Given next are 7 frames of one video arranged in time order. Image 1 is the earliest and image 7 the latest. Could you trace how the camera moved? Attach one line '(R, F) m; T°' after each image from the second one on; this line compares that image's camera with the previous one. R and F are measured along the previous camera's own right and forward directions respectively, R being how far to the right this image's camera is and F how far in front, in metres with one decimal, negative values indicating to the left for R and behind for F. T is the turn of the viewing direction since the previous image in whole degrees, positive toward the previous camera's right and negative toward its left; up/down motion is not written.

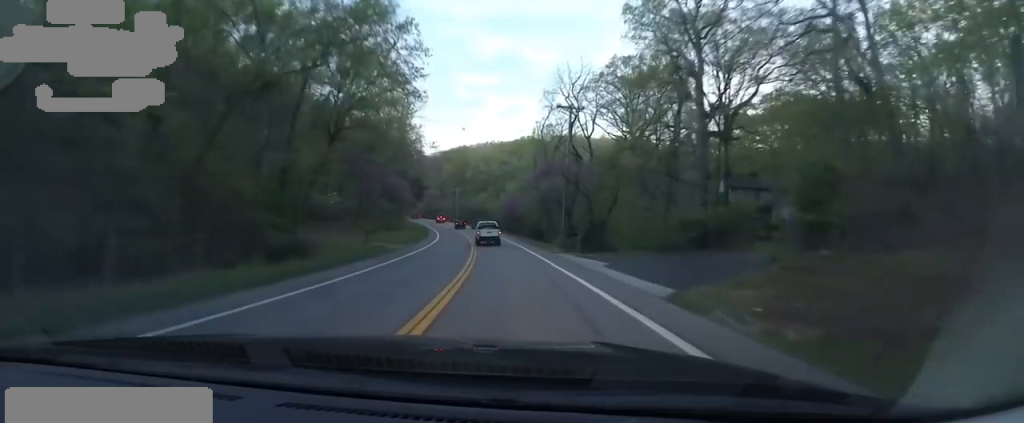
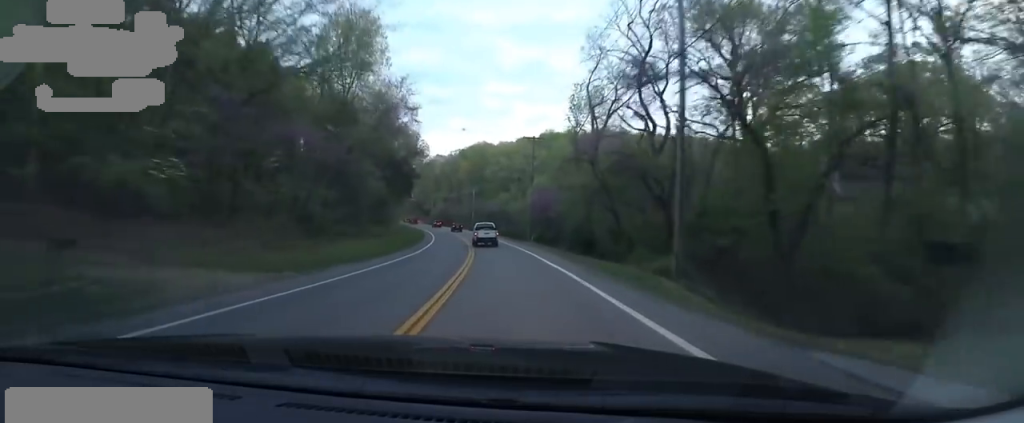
(-1.7, +23.7) m; -5°
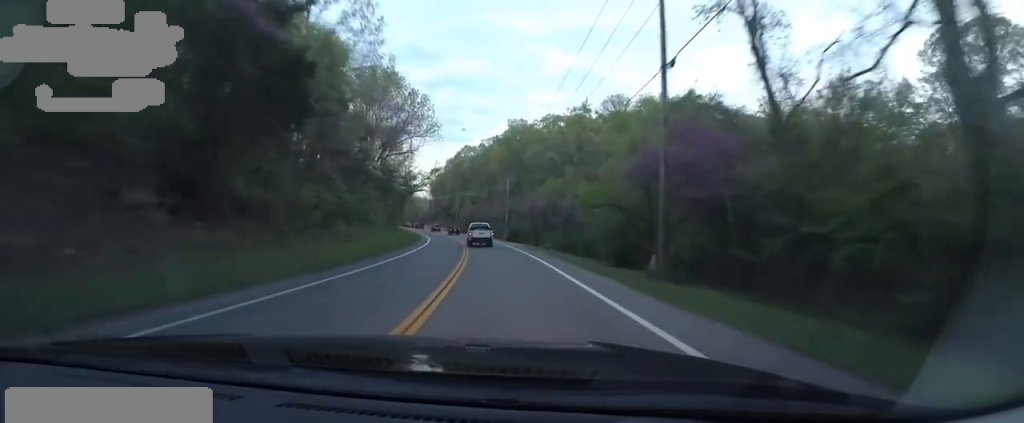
(-1.2, +35.2) m; -4°
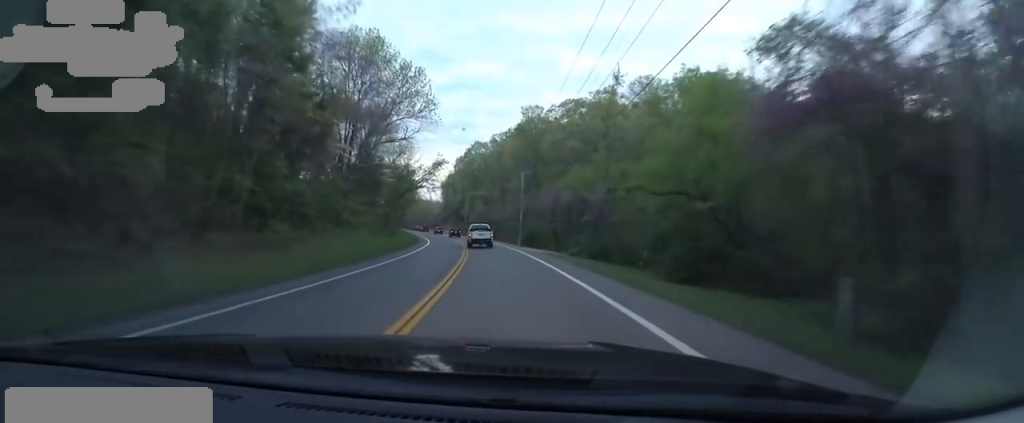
(-0.3, +10.7) m; -1°
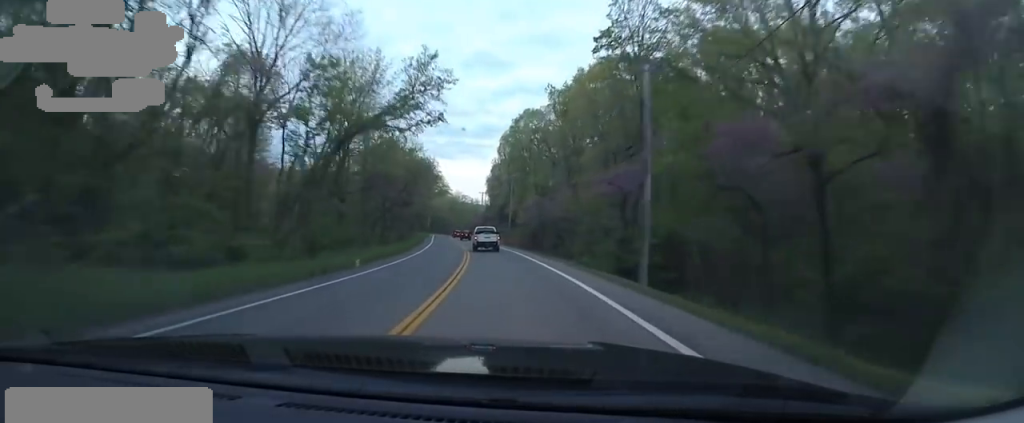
(-2.5, +39.3) m; -8°
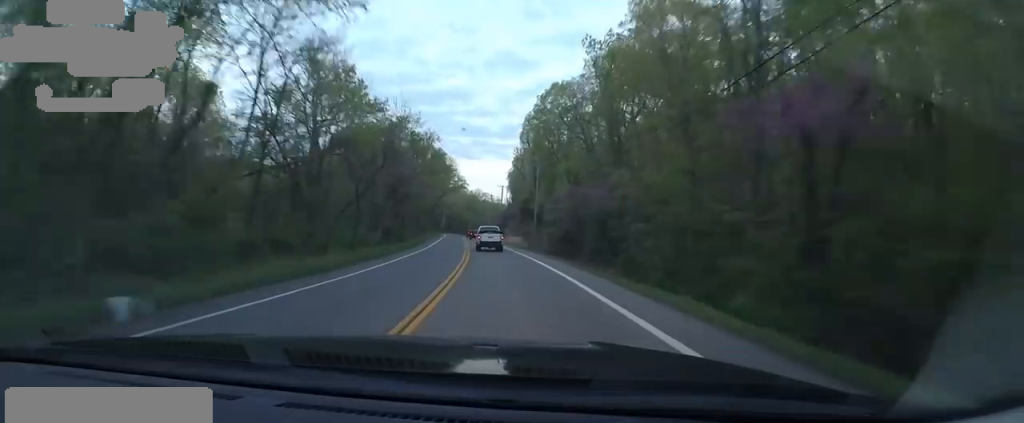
(-0.5, +16.2) m; -2°
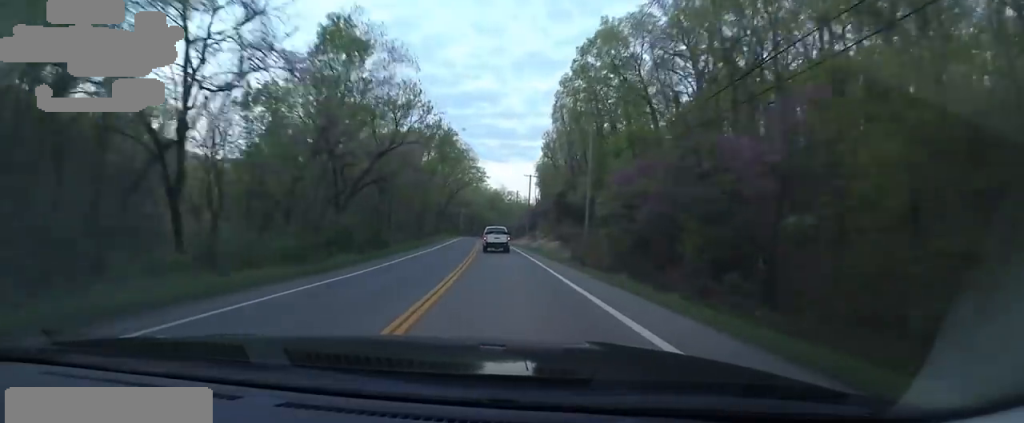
(-0.2, +21.6) m; -2°
